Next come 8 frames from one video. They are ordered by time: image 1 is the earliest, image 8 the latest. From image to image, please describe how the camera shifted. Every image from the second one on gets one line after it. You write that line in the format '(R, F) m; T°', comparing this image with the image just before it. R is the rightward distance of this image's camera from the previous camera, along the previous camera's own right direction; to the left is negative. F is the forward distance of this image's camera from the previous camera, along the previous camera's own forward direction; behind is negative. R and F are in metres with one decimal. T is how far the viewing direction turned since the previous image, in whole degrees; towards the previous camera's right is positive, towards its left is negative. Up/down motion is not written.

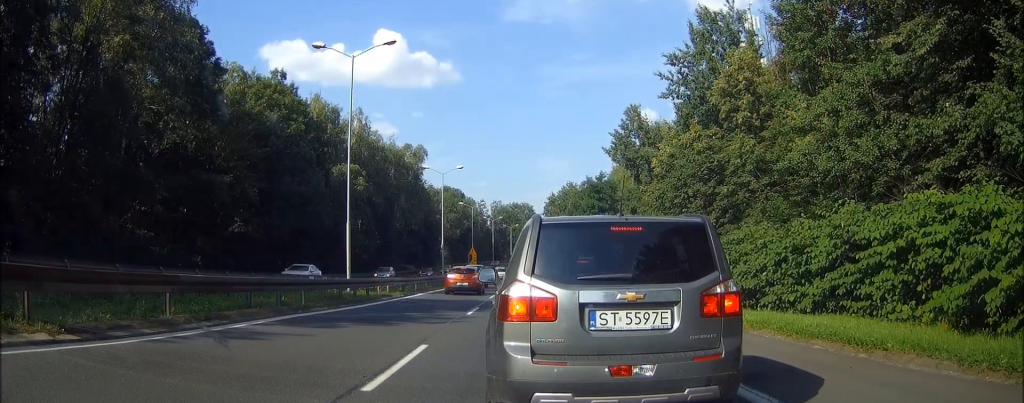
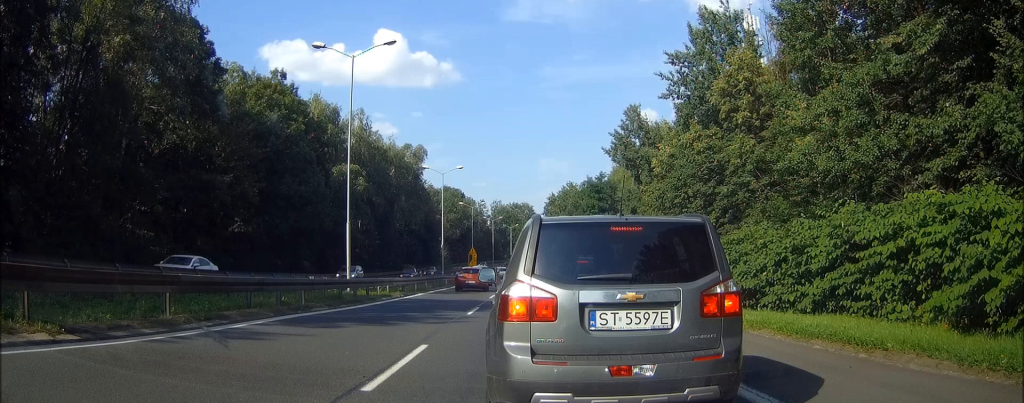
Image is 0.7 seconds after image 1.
(0.0, 0.0) m; 0°
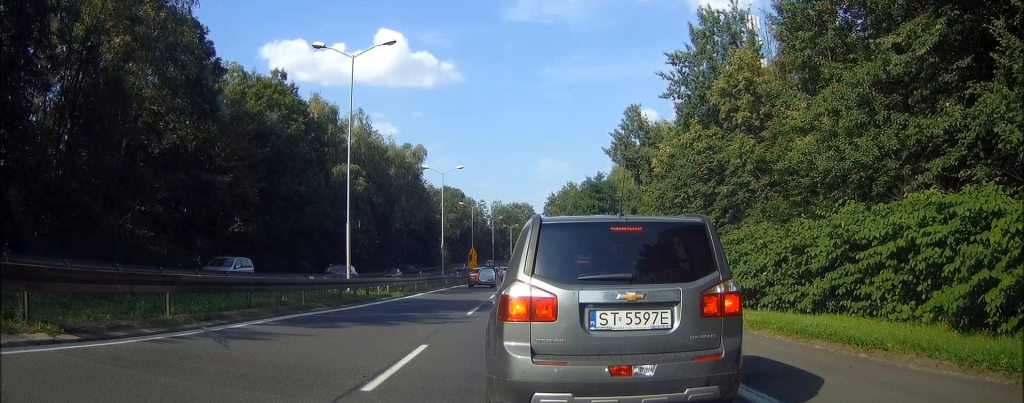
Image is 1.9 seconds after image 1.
(0.0, 0.0) m; 0°
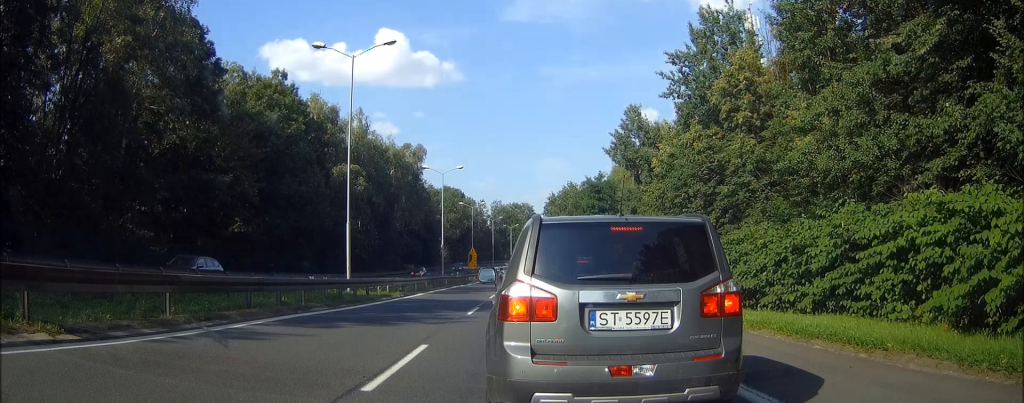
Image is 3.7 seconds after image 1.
(0.0, 0.0) m; 0°
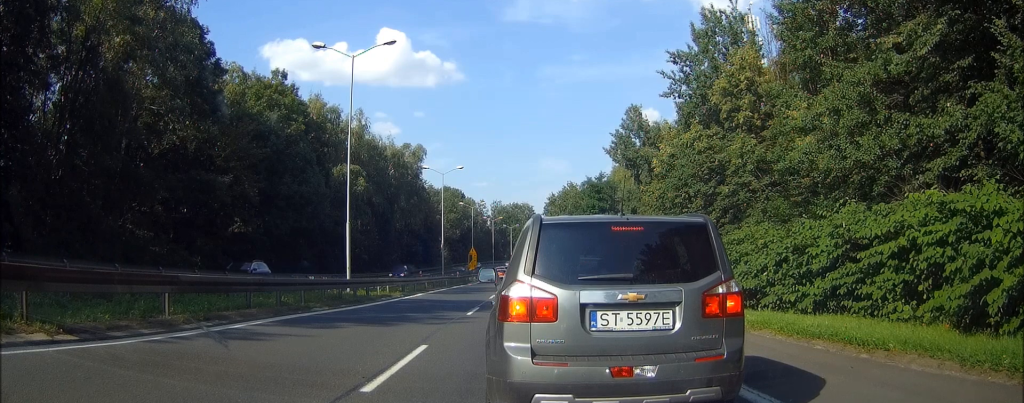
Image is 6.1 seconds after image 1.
(0.0, 0.0) m; 0°
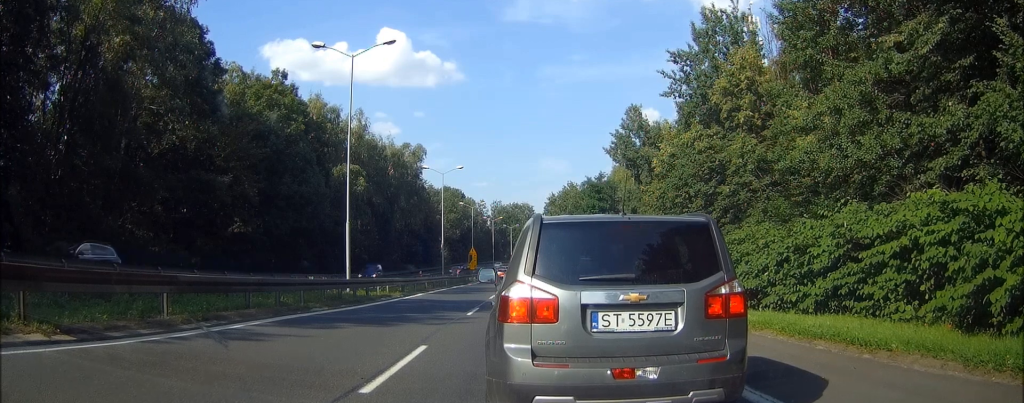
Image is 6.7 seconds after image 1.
(0.0, 0.0) m; 0°
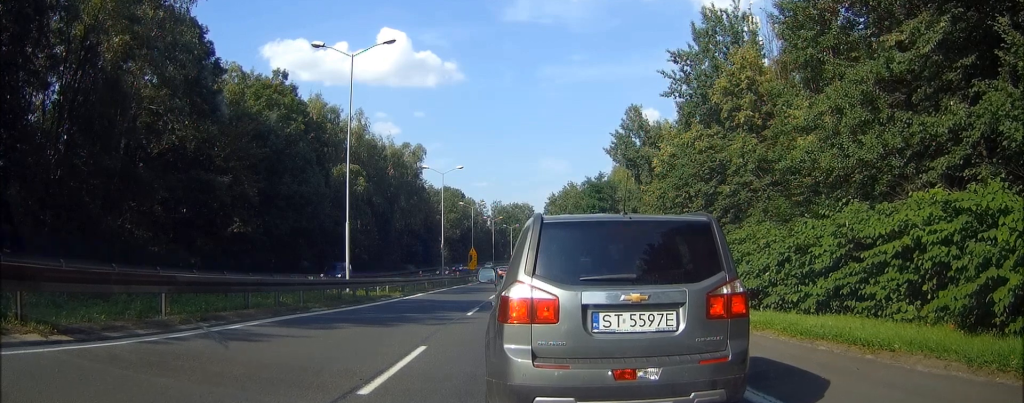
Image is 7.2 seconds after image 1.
(0.0, 0.0) m; 0°
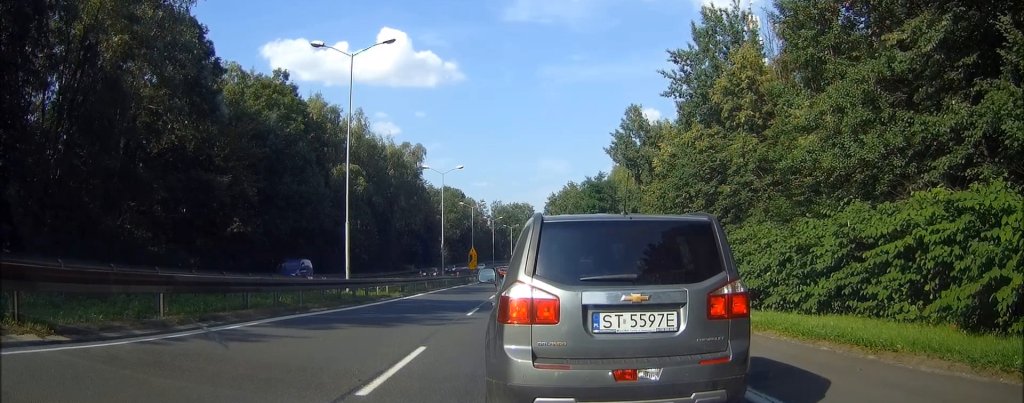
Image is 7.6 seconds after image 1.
(0.0, 0.0) m; 0°
